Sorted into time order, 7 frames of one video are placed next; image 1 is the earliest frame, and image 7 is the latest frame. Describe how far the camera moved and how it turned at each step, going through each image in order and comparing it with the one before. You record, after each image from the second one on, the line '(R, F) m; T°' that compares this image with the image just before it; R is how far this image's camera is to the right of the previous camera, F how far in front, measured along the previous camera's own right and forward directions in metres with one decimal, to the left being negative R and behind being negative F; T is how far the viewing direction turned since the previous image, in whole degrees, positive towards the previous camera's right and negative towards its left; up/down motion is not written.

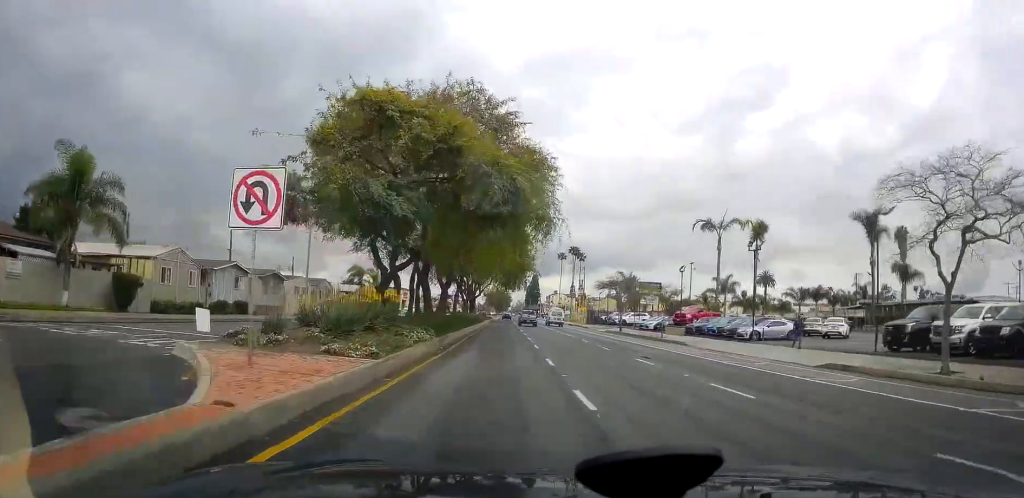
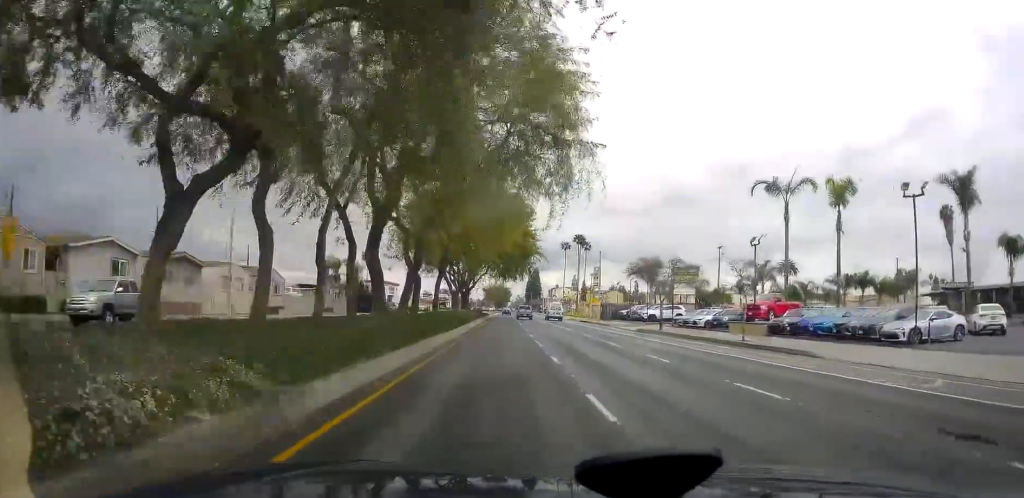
(+0.3, +16.1) m; 0°
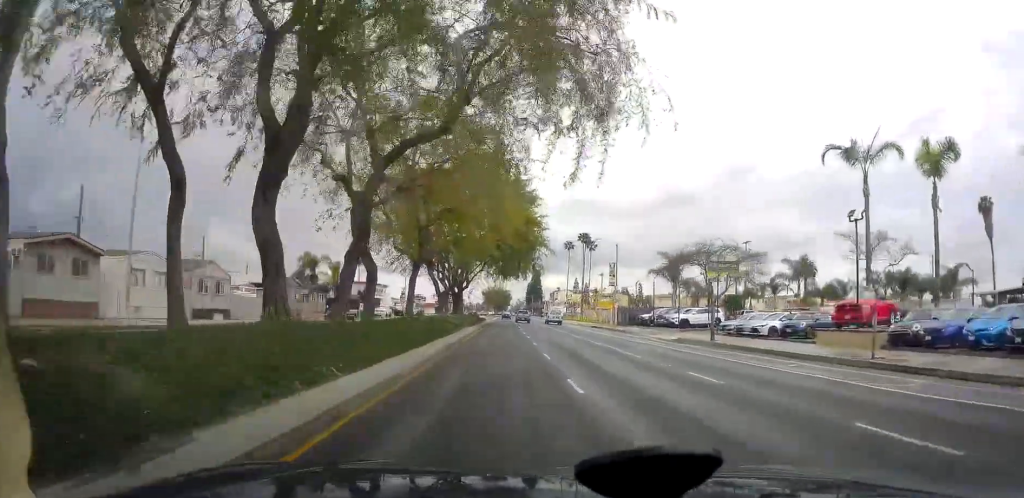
(-0.3, +11.9) m; -2°
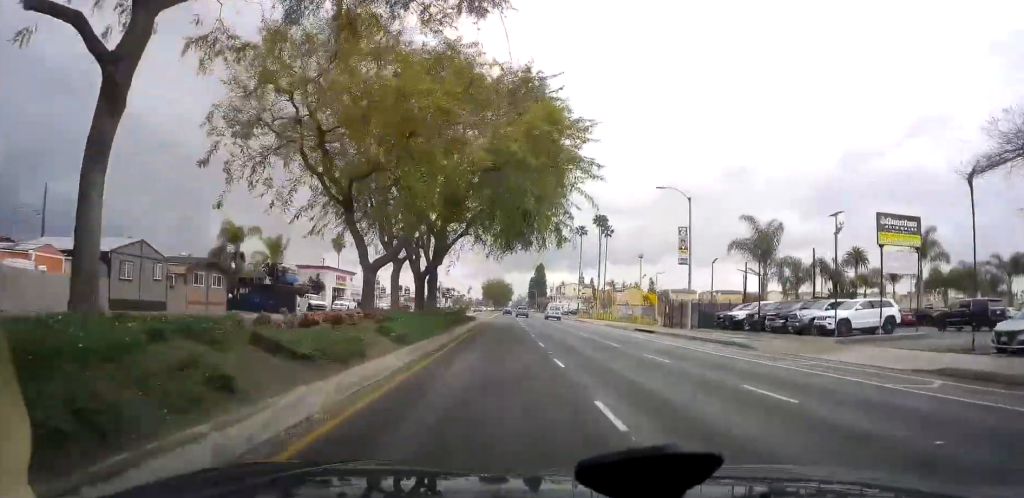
(-0.8, +26.1) m; -3°
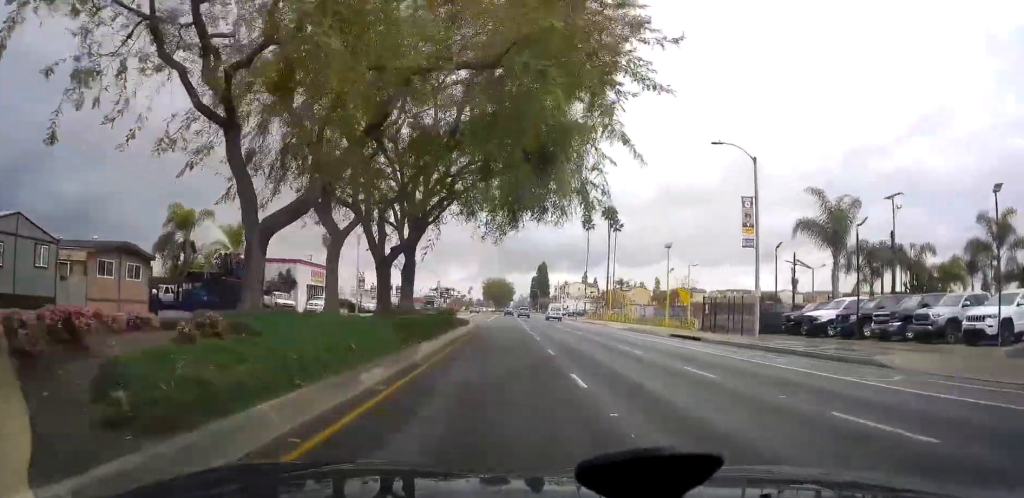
(-0.5, +10.8) m; 0°
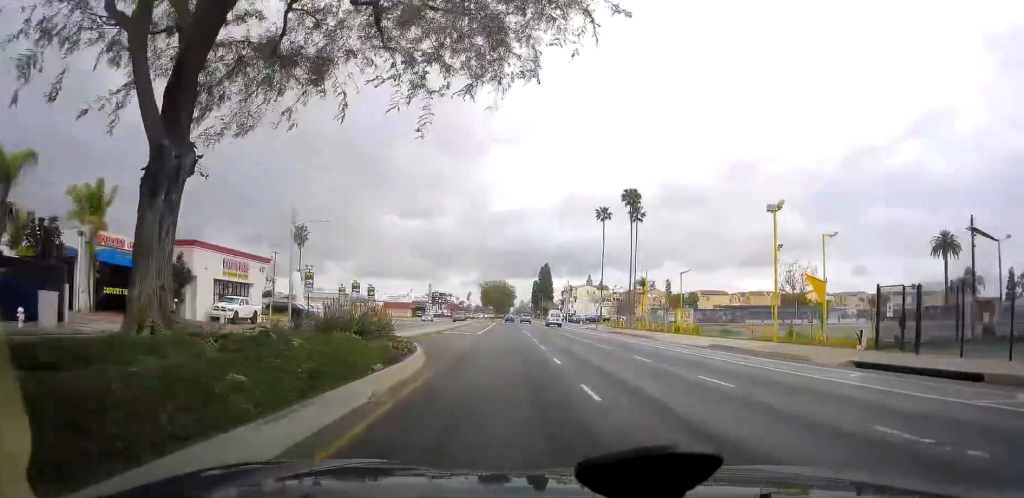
(+1.1, +22.5) m; +3°
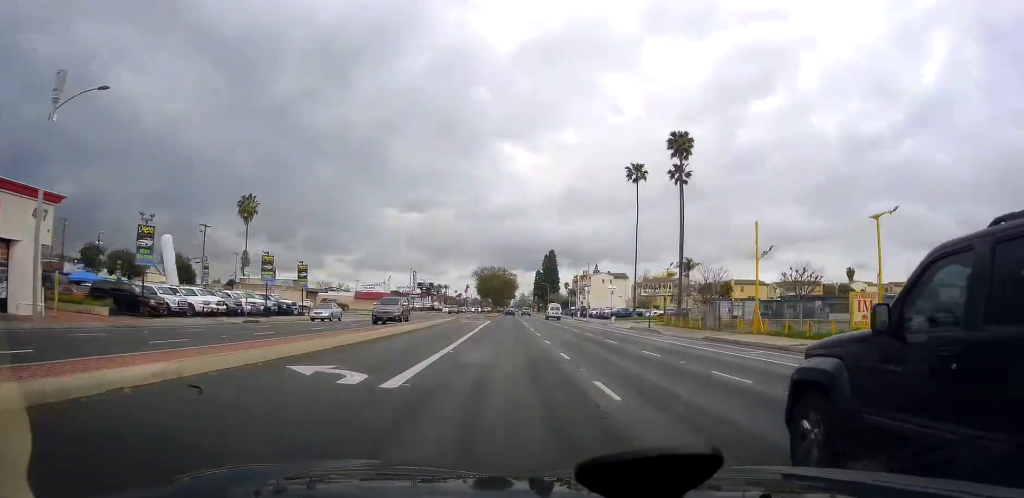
(0.0, +30.2) m; 0°
